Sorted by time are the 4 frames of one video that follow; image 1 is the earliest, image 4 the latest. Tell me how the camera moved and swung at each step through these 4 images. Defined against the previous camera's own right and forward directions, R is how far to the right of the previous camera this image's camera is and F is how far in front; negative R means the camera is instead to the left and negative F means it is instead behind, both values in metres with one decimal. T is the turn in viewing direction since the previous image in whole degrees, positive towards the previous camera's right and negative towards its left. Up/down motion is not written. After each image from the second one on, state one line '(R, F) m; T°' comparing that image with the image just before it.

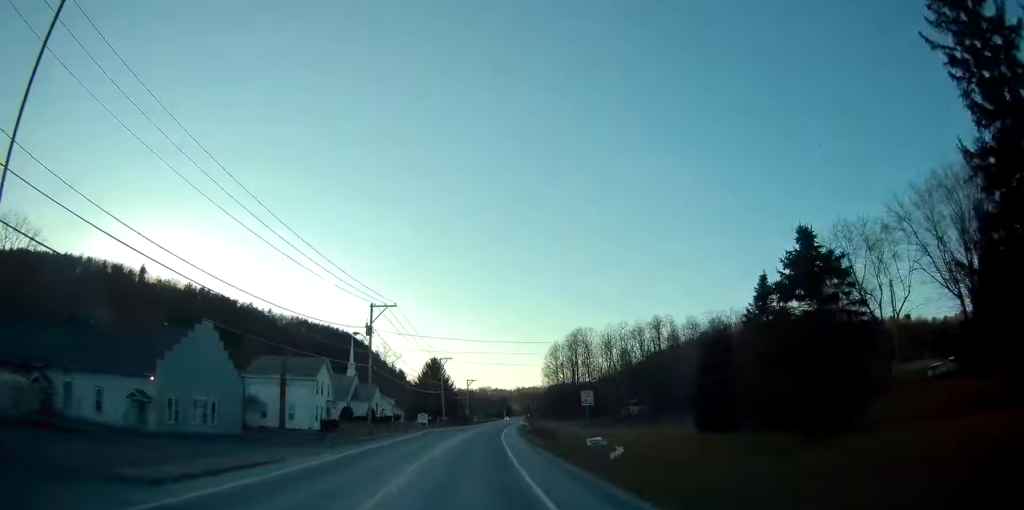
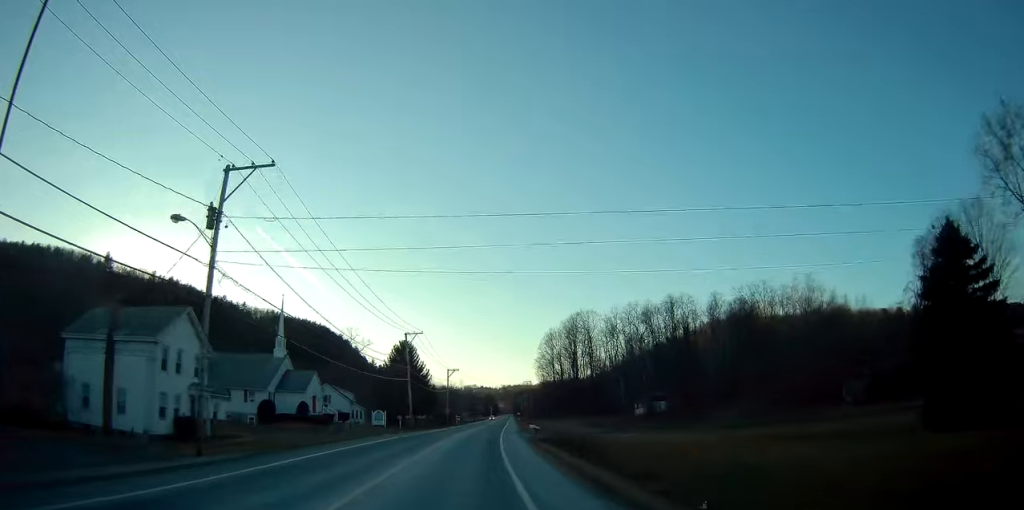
(+0.4, +29.9) m; +1°
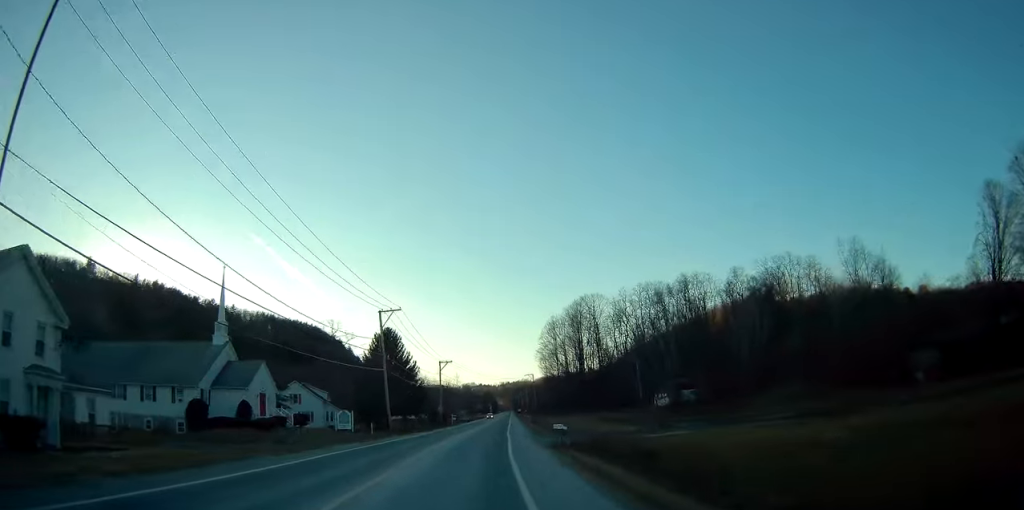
(0.0, +15.9) m; 0°
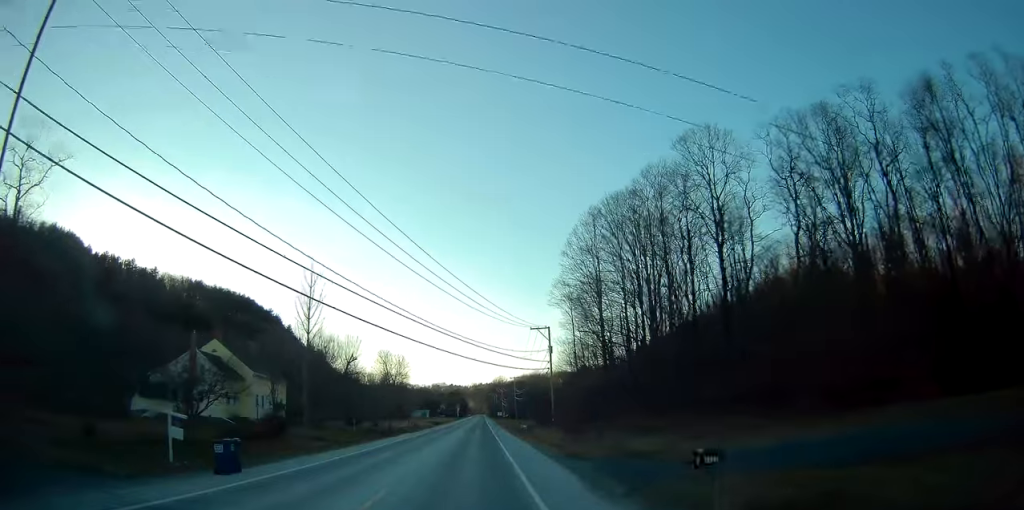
(+2.4, +100.0) m; +2°
